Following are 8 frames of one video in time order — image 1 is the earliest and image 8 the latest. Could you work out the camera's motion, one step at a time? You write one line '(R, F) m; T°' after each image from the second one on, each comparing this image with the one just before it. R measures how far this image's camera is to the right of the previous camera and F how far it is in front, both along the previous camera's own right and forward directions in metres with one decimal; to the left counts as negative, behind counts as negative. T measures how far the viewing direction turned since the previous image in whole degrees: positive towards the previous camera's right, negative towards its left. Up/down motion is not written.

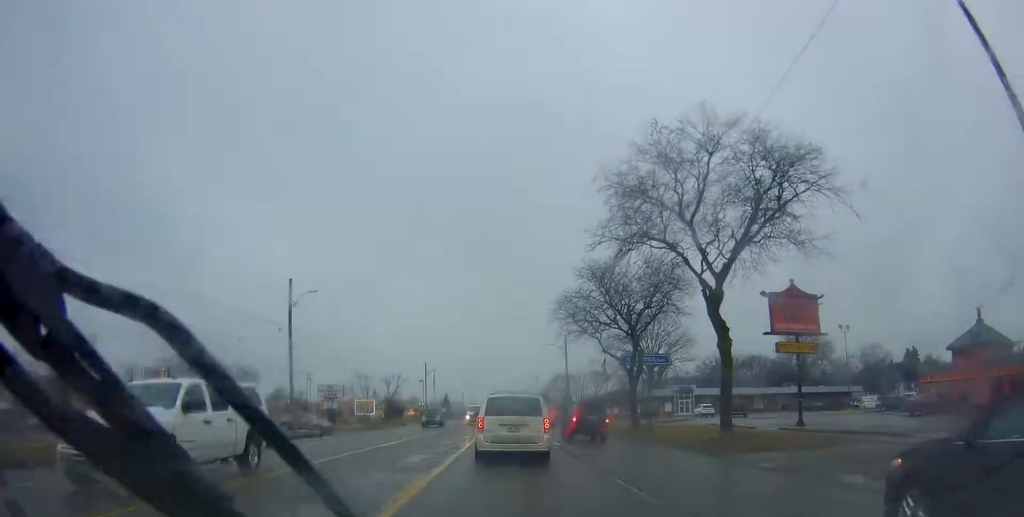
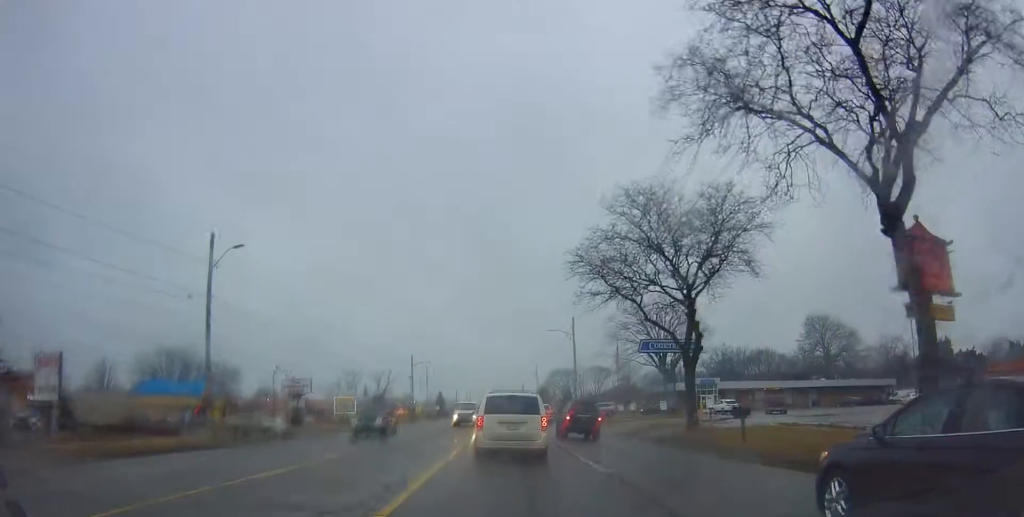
(0.0, +12.2) m; +1°
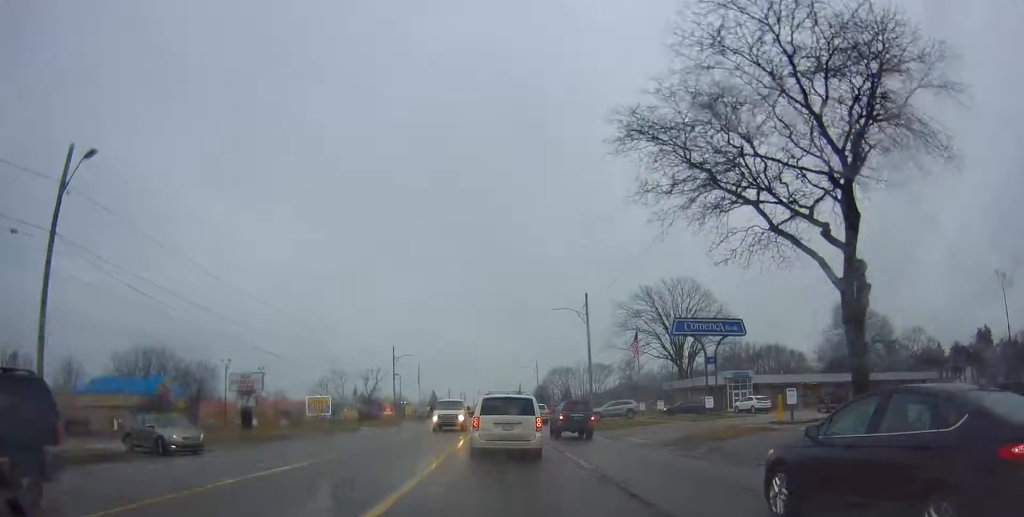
(+0.2, +12.9) m; +1°
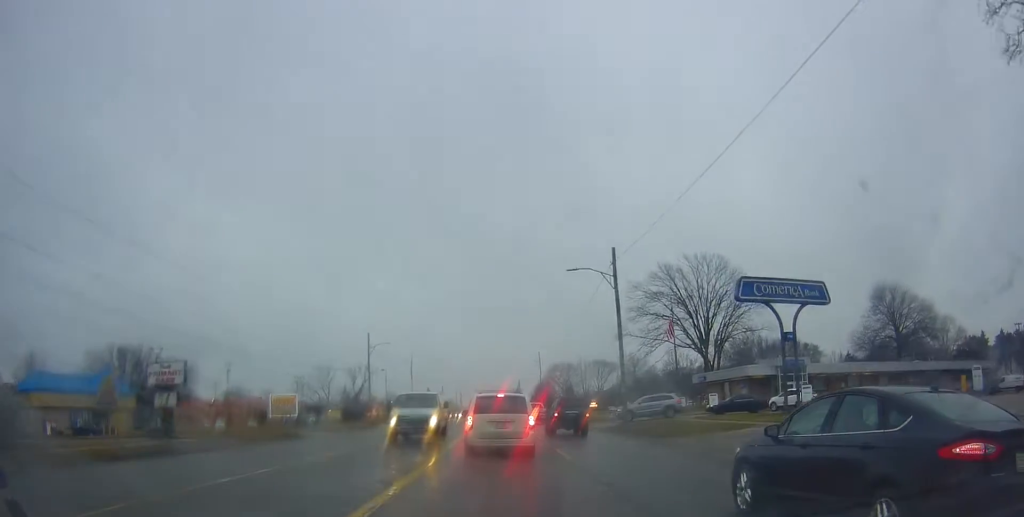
(0.0, +13.9) m; -1°
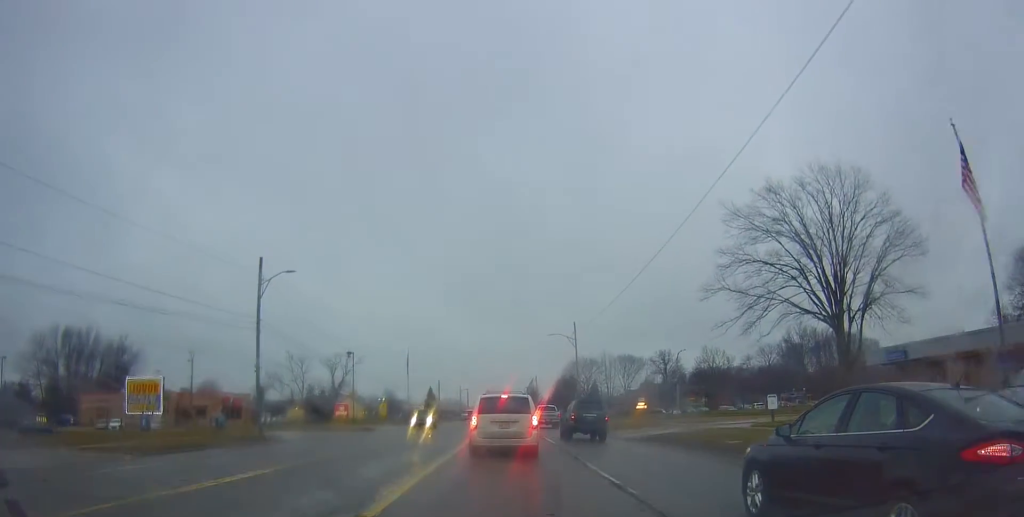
(-1.0, +34.5) m; -2°
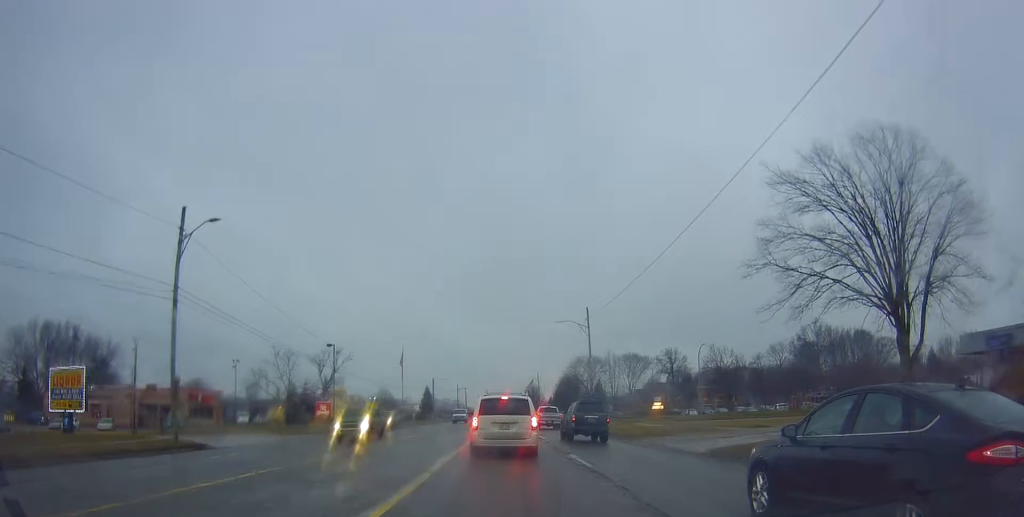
(-0.2, +10.0) m; 0°
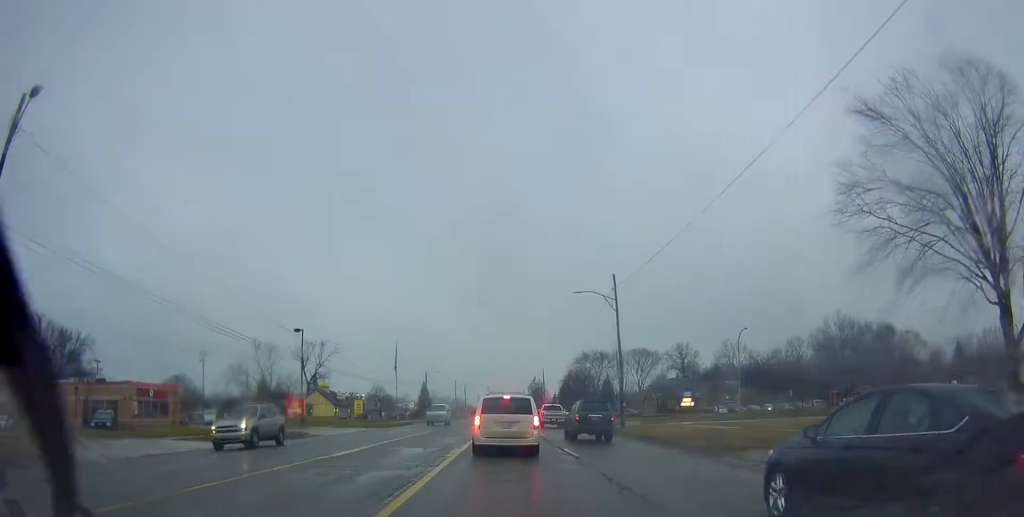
(-0.1, +12.7) m; +1°
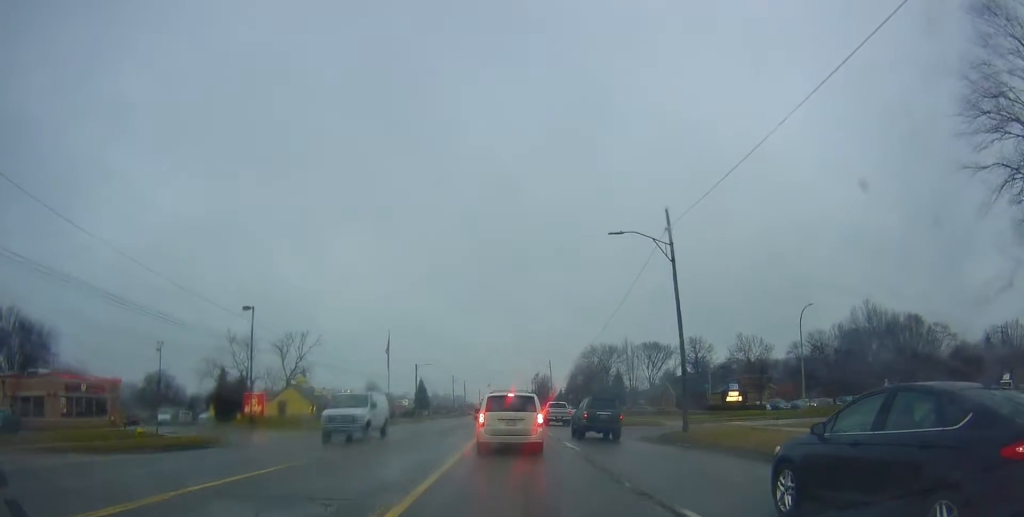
(+0.3, +13.5) m; +1°
